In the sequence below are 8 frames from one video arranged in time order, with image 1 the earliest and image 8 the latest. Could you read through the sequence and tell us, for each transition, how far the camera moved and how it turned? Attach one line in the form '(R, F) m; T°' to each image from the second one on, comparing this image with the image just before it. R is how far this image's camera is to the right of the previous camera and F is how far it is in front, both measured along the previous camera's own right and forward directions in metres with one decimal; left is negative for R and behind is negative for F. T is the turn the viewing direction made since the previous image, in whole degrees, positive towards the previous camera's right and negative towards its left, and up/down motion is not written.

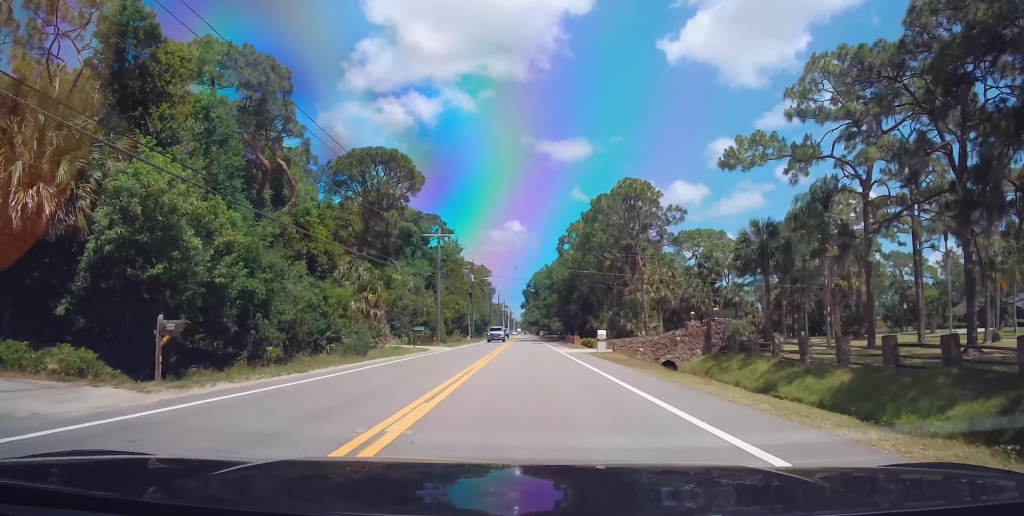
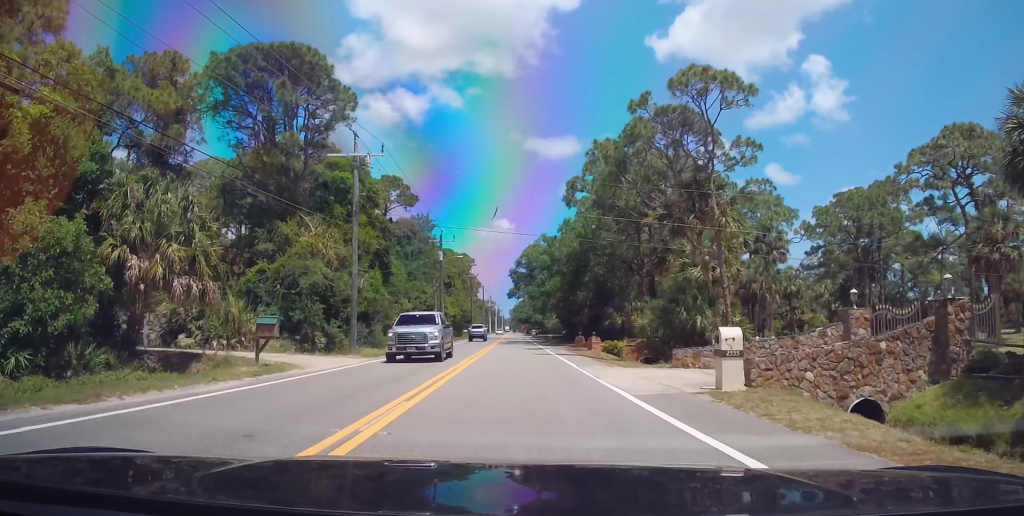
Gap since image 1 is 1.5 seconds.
(+0.2, +25.2) m; +1°
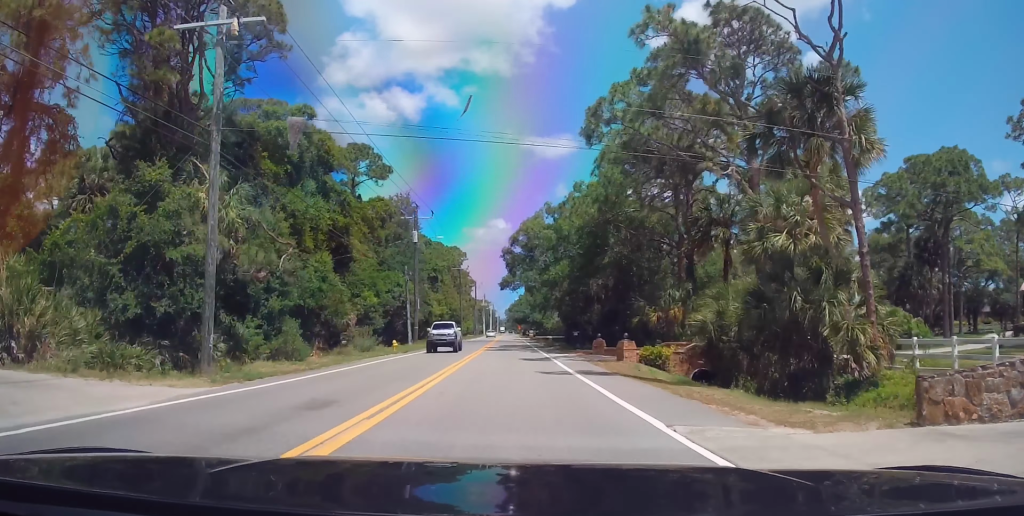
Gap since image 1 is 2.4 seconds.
(0.0, +14.3) m; 0°
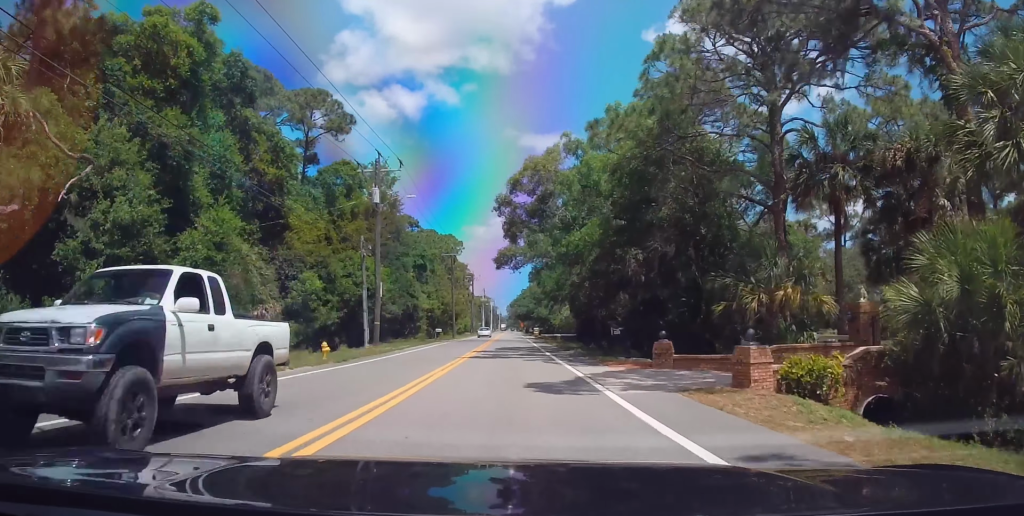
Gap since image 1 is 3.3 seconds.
(0.0, +15.3) m; 0°
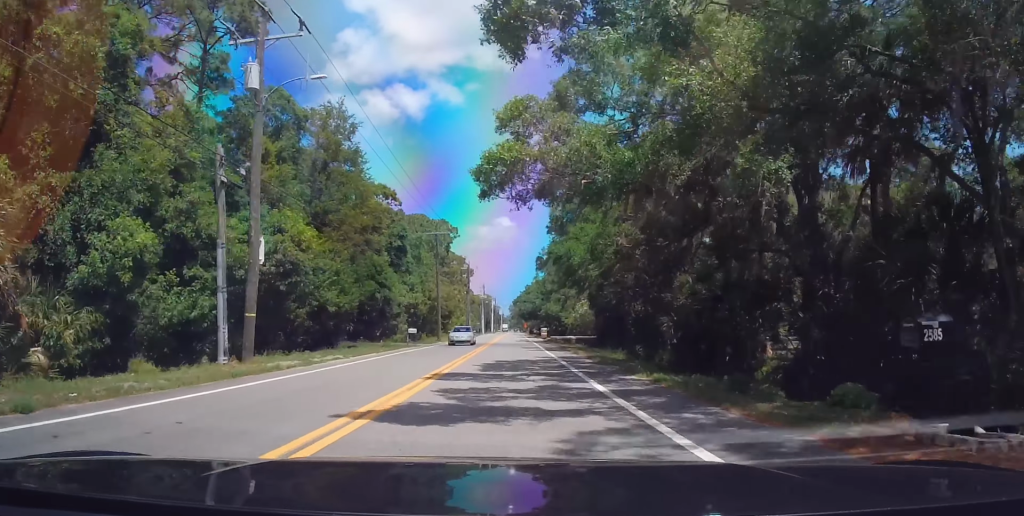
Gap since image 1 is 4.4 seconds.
(0.0, +18.1) m; 0°
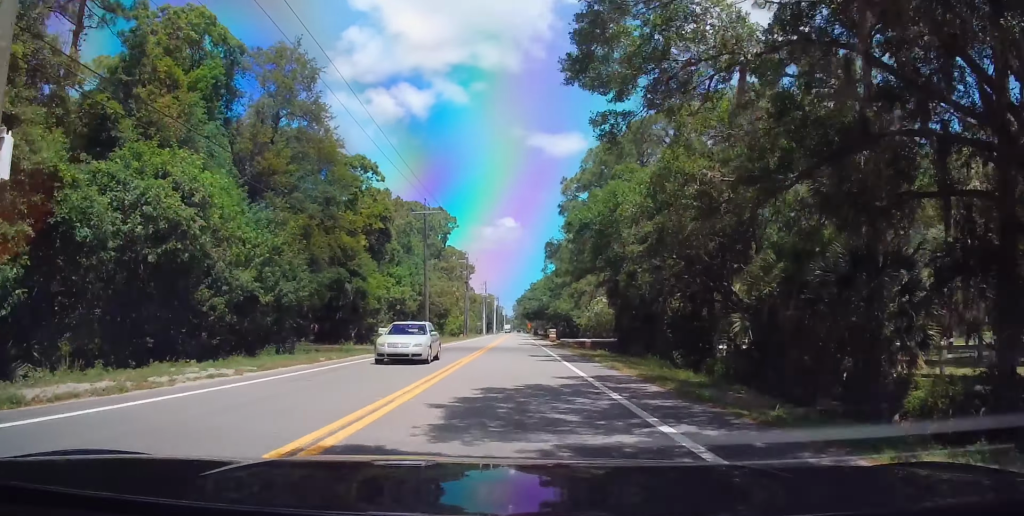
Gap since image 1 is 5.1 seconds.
(0.0, +11.1) m; 0°
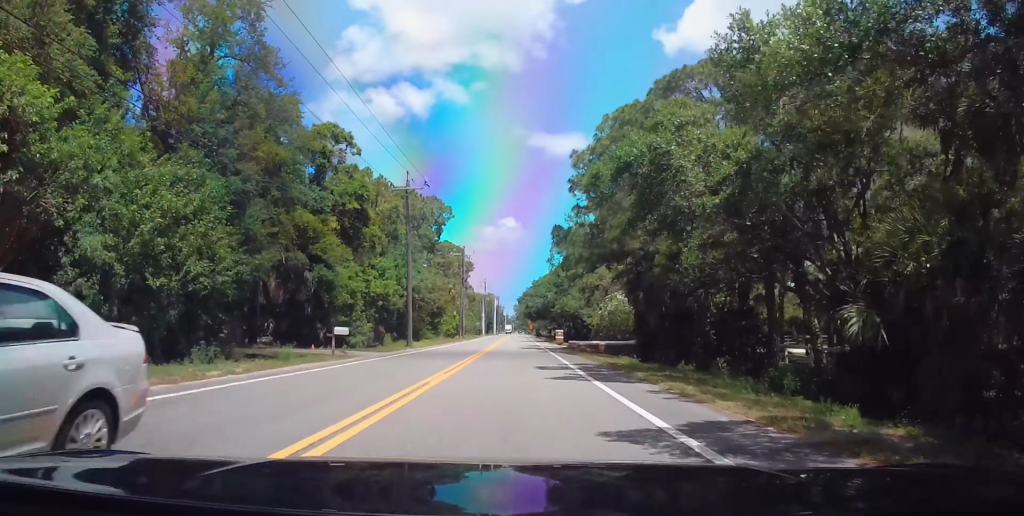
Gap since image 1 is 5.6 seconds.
(0.0, +8.9) m; 0°
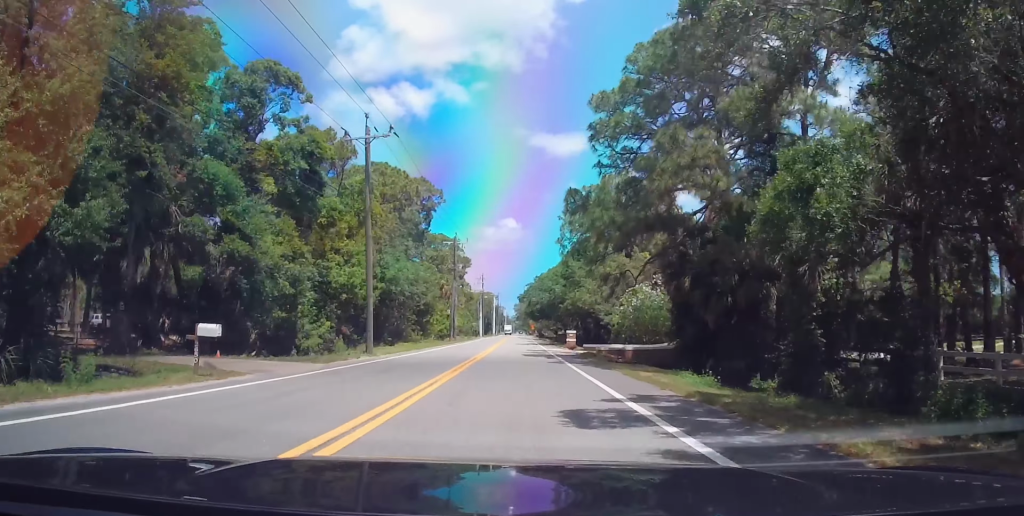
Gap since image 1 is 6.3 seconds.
(+0.1, +11.8) m; -1°
